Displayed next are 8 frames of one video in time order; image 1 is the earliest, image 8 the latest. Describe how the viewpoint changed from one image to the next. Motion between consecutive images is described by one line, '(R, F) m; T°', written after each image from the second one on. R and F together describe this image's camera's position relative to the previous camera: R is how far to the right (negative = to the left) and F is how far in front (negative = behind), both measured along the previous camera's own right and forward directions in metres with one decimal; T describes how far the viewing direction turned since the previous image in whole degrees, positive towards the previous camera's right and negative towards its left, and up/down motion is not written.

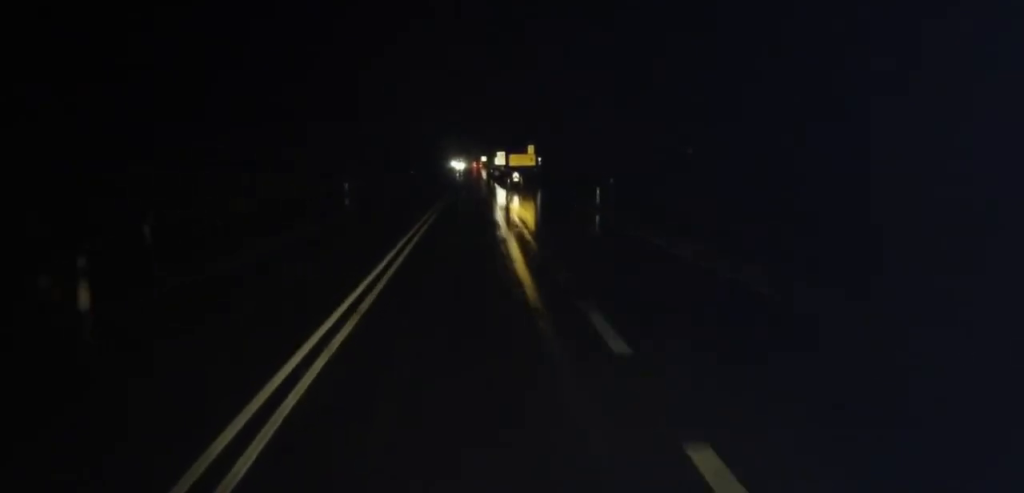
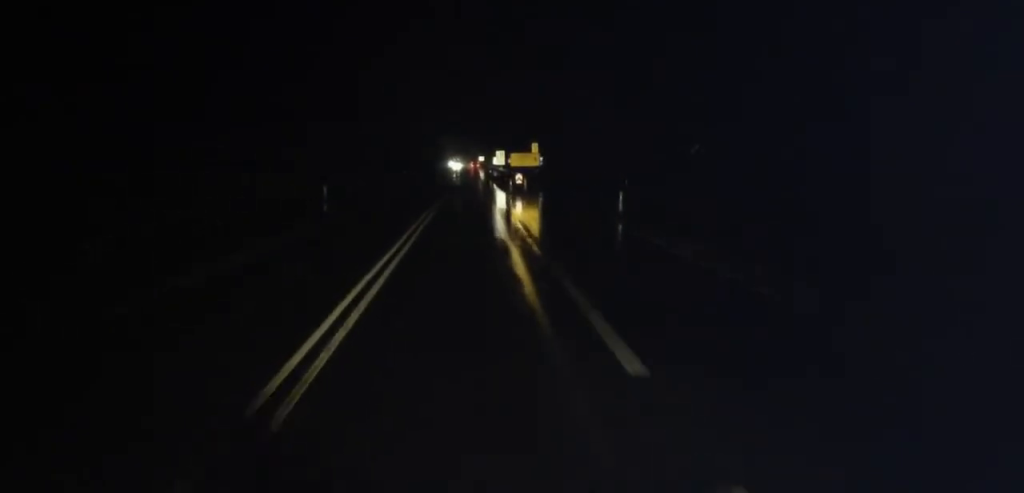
(0.0, +7.0) m; 0°
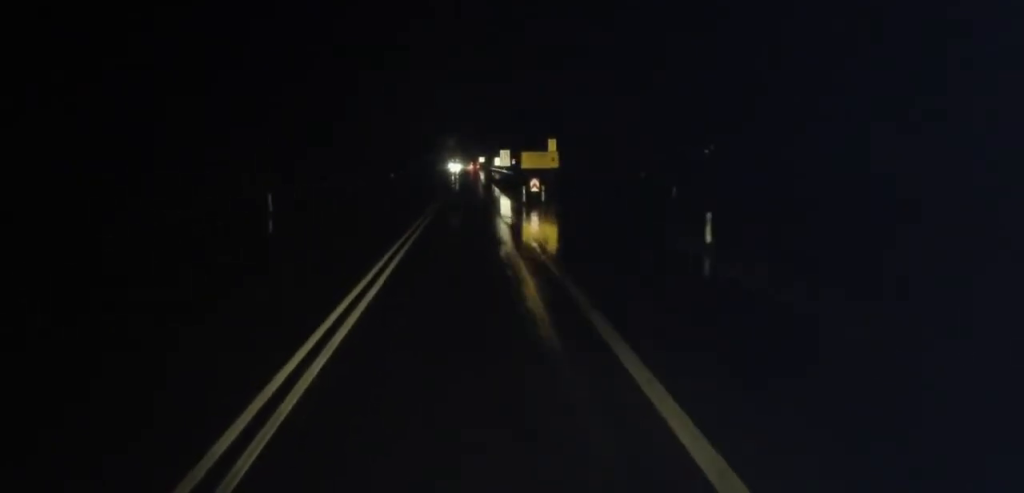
(+0.1, +12.8) m; +1°
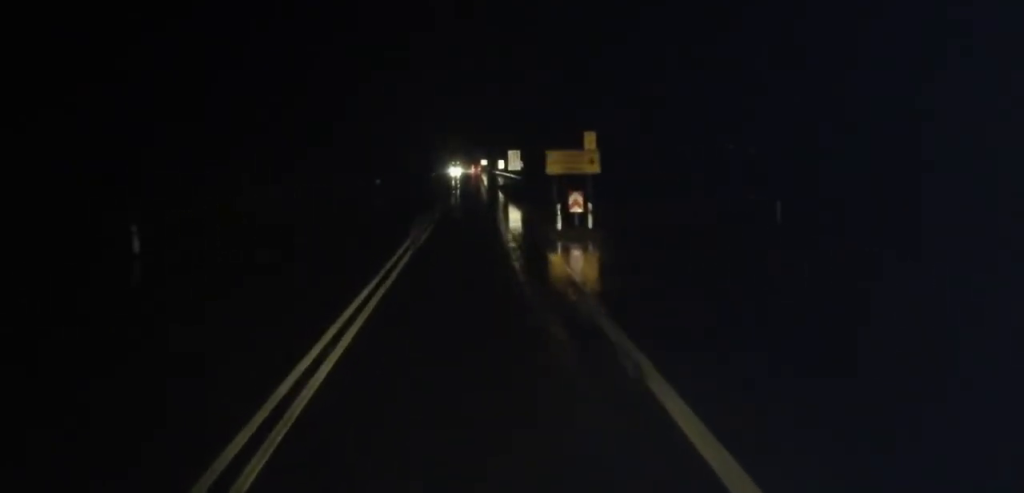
(+0.2, +14.4) m; 0°
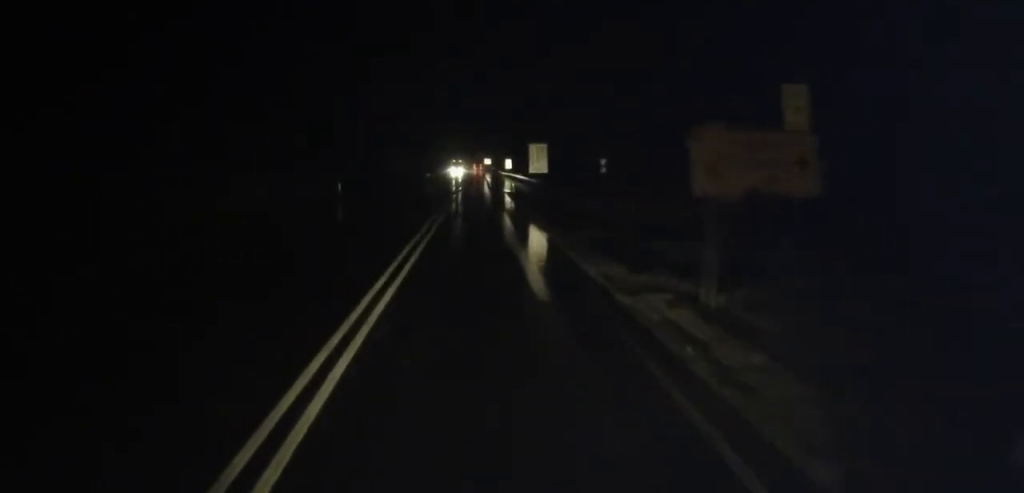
(-0.2, +20.6) m; -1°
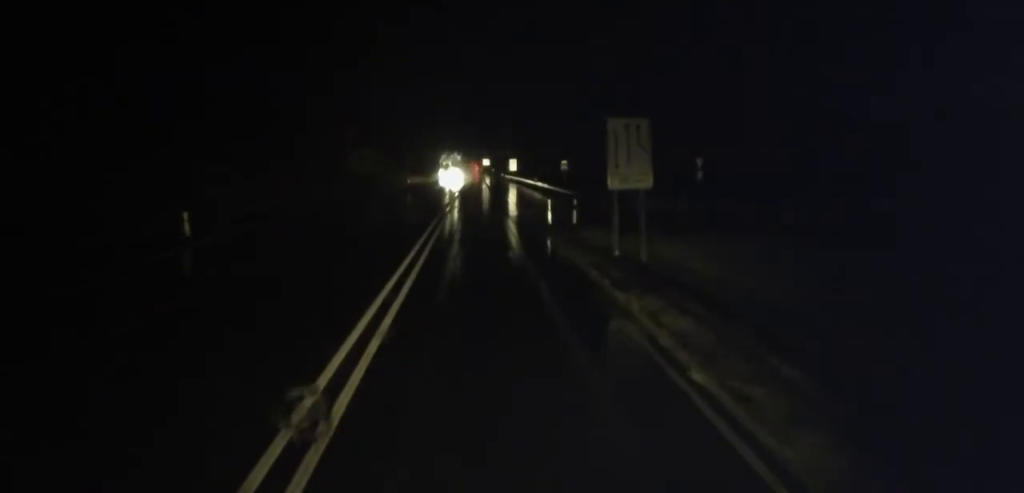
(+0.2, +25.8) m; +1°
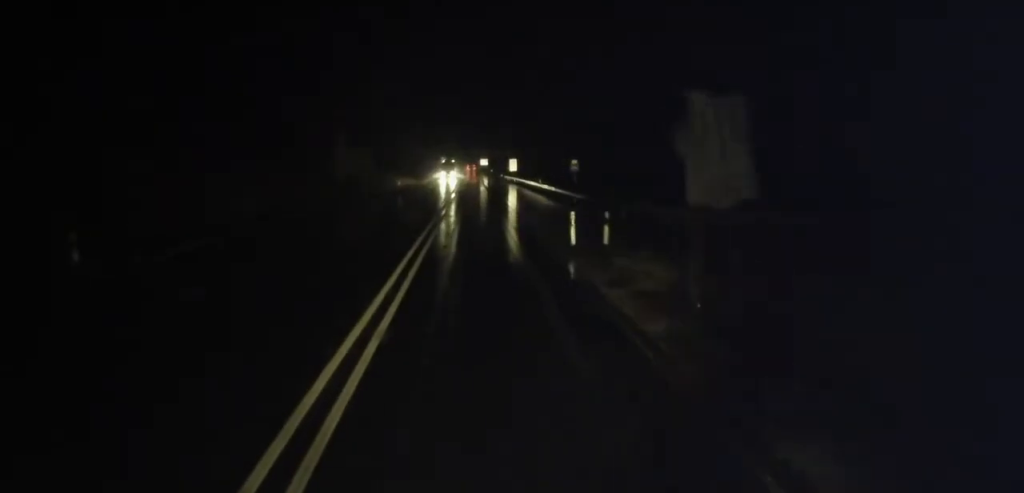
(+0.1, +6.9) m; 0°
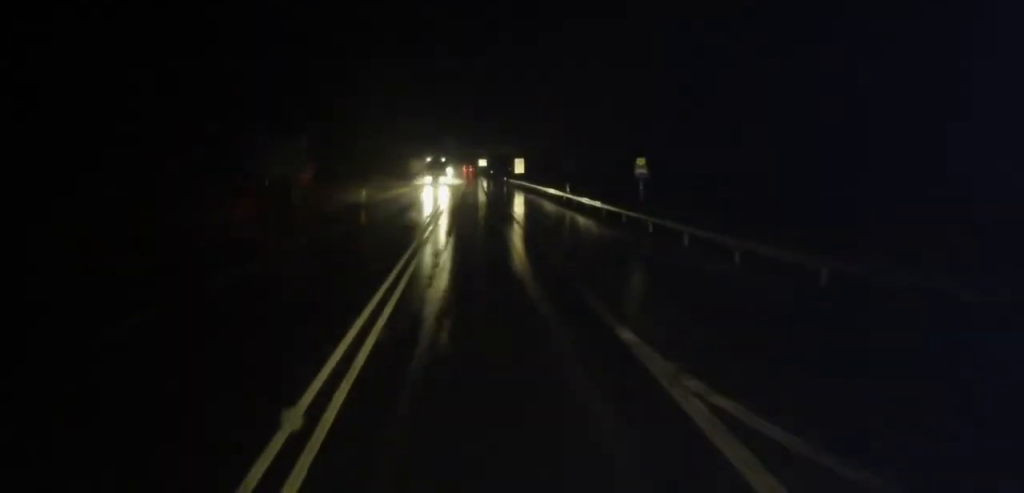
(-0.1, +19.7) m; 0°
